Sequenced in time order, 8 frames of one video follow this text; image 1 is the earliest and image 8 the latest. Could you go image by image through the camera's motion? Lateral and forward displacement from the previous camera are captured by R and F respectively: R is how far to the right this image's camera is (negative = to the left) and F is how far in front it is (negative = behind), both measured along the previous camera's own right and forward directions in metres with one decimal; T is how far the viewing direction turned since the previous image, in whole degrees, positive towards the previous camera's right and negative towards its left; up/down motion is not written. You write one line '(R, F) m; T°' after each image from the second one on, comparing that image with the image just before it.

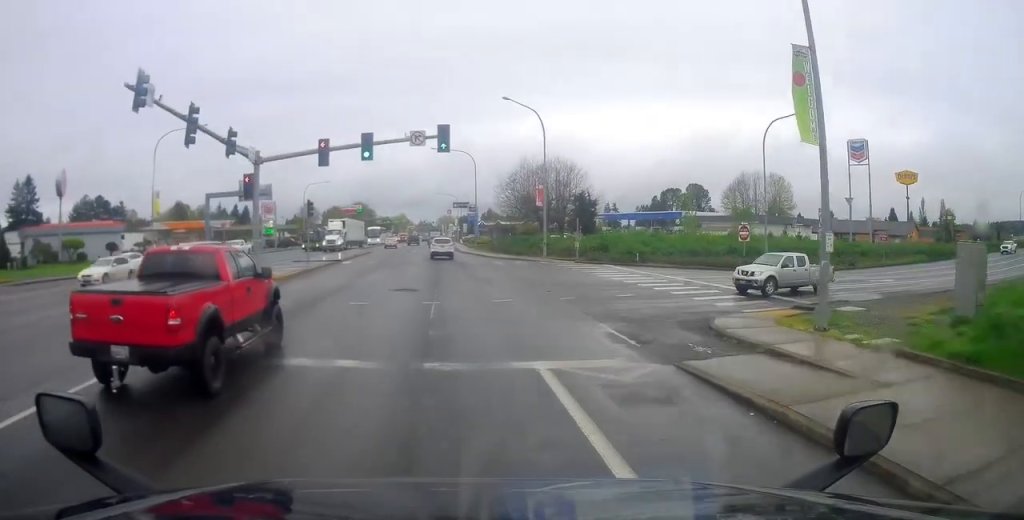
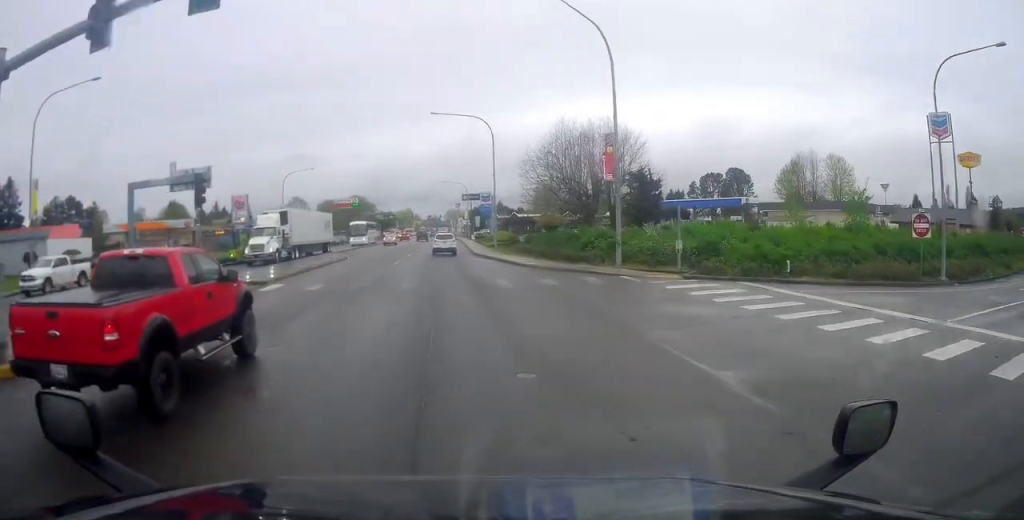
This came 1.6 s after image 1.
(-1.1, +19.1) m; -10°
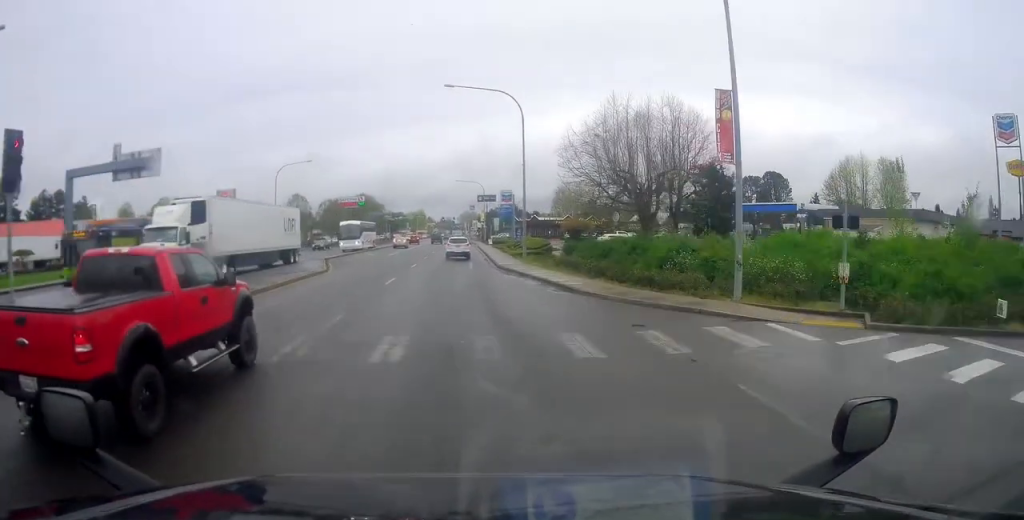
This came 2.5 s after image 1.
(-0.4, +11.4) m; +1°
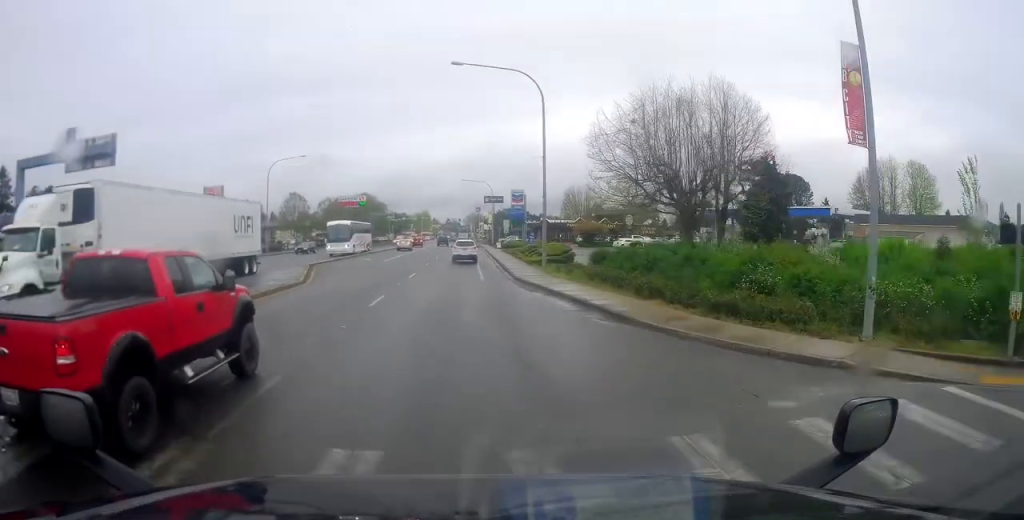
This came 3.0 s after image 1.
(+0.2, +6.4) m; 0°
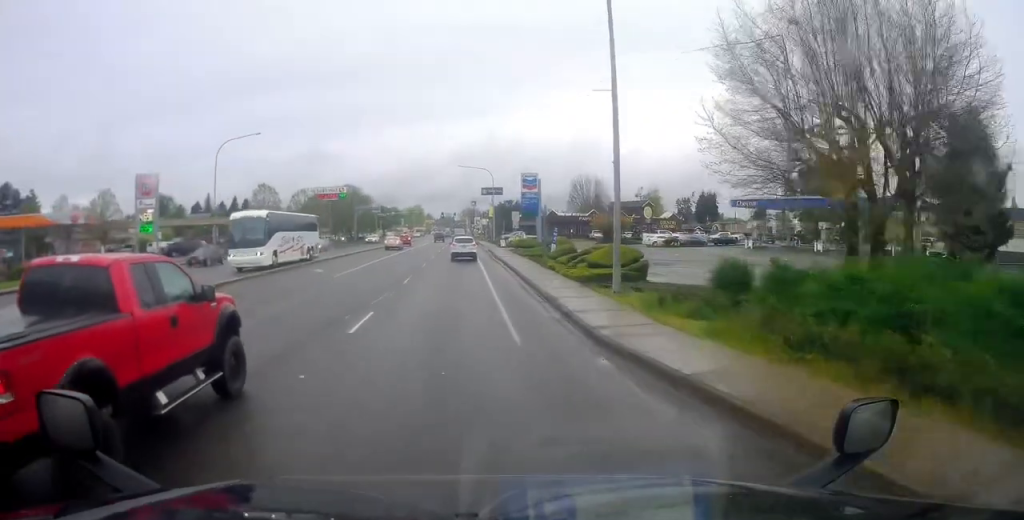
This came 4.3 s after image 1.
(-0.1, +16.7) m; -1°
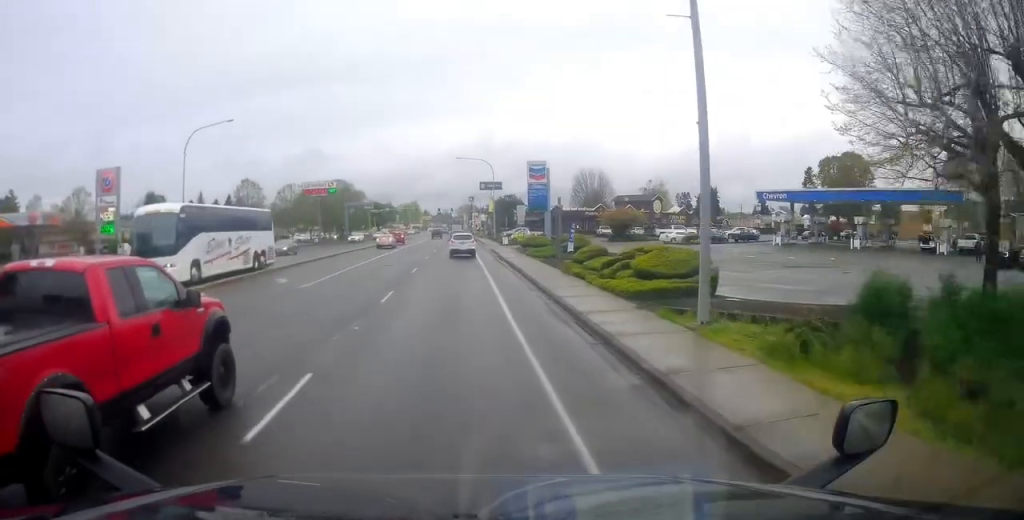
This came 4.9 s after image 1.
(0.0, +7.3) m; +1°
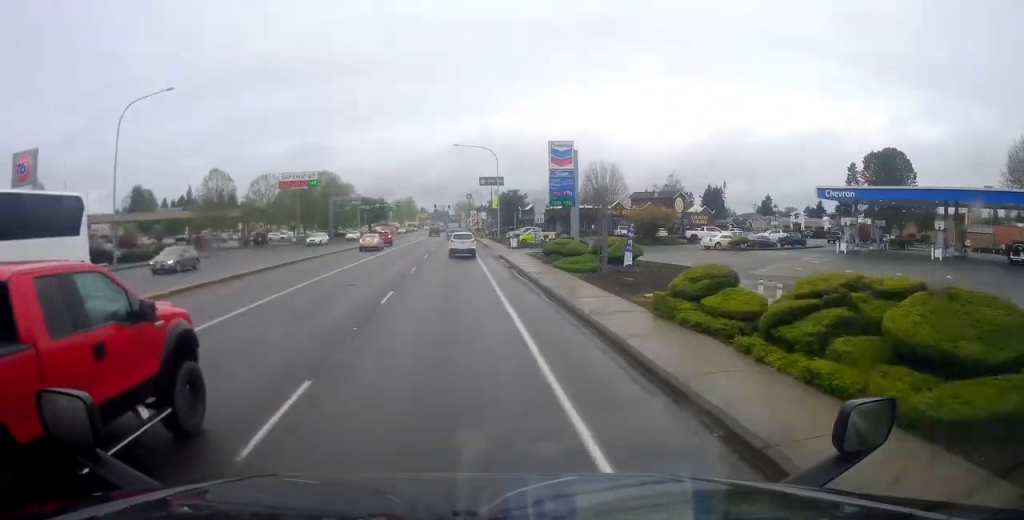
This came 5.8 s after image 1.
(+0.5, +12.6) m; +6°
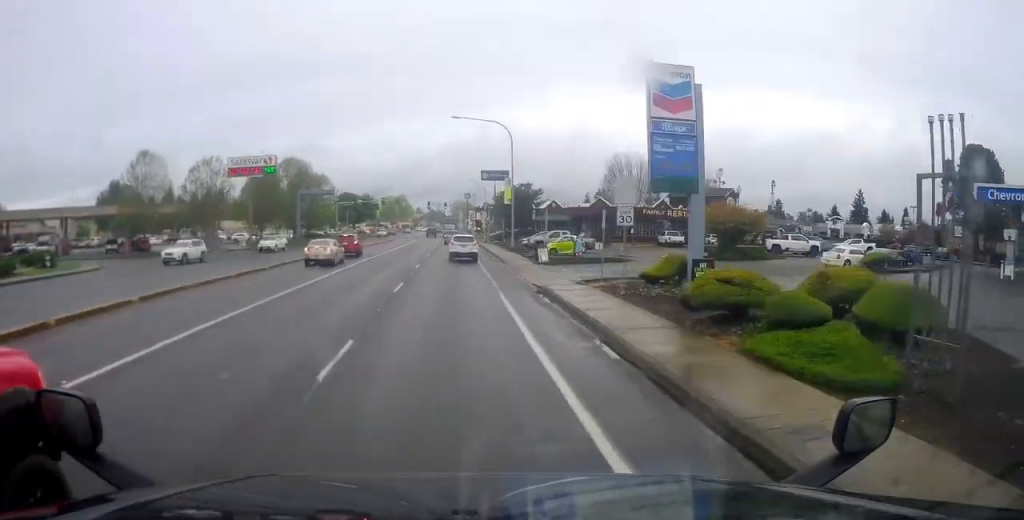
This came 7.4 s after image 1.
(+2.2, +20.9) m; +8°
